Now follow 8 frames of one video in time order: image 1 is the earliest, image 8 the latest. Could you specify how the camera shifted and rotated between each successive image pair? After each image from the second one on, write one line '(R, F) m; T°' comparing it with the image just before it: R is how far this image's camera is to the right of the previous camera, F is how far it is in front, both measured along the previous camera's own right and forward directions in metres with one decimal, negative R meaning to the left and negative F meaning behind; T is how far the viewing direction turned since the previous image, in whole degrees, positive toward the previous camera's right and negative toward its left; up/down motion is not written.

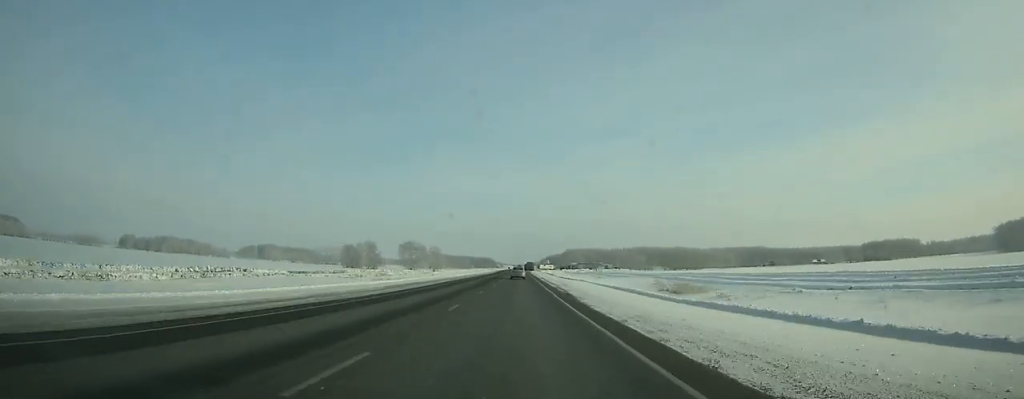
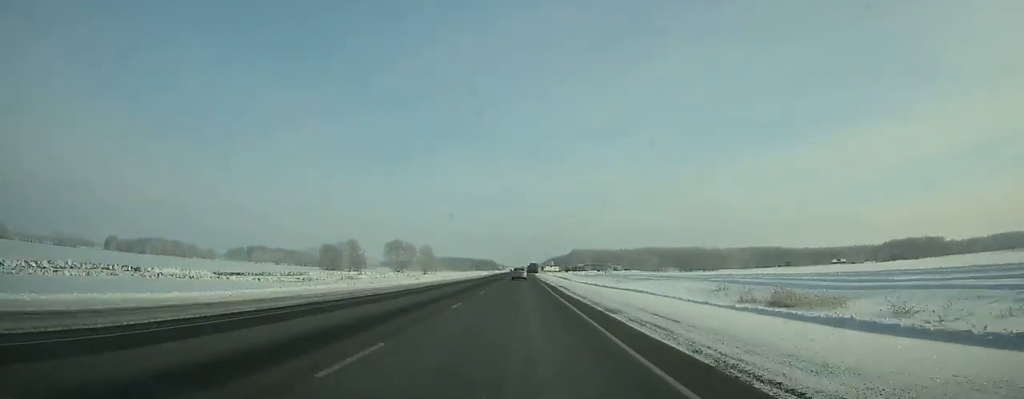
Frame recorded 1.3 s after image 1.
(0.0, +34.1) m; 0°
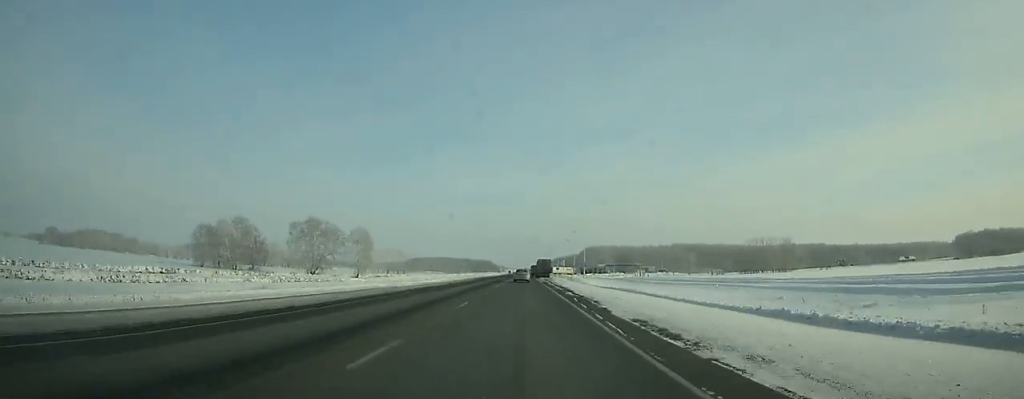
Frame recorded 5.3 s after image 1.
(-0.1, +99.7) m; 0°
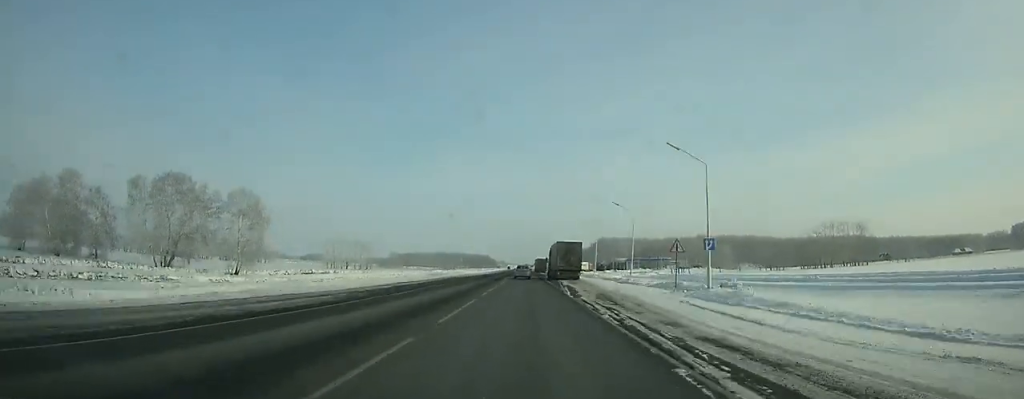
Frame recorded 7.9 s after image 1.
(-0.1, +61.9) m; 0°
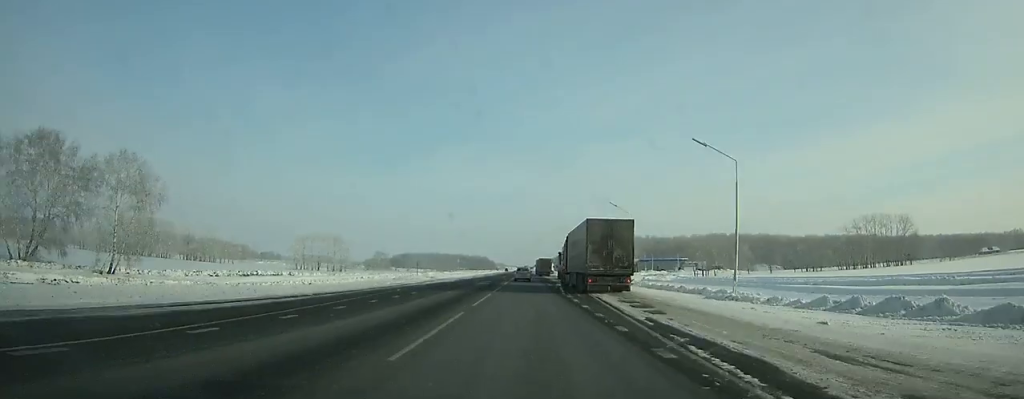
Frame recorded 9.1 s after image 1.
(0.0, +27.9) m; 0°
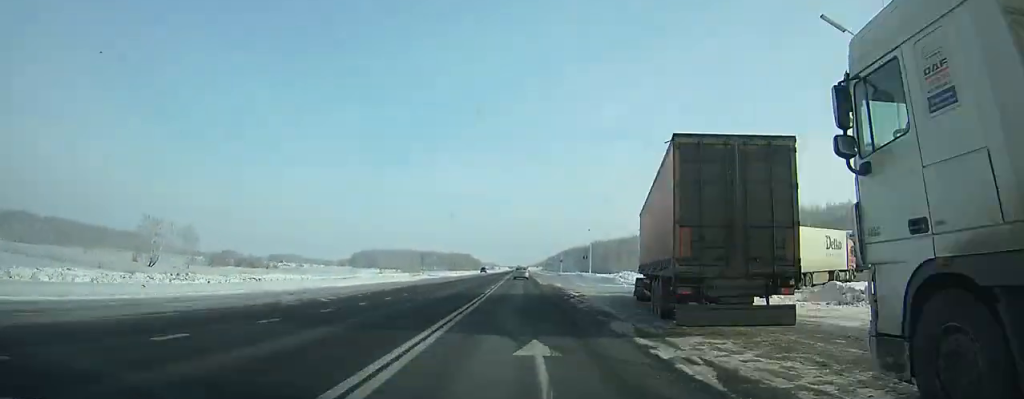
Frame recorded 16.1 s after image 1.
(+0.2, +169.4) m; 0°
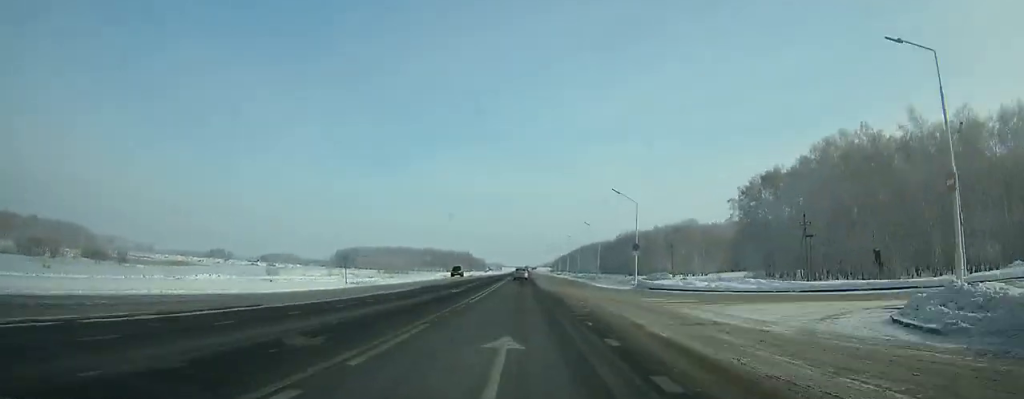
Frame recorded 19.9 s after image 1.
(+0.1, +93.3) m; 0°
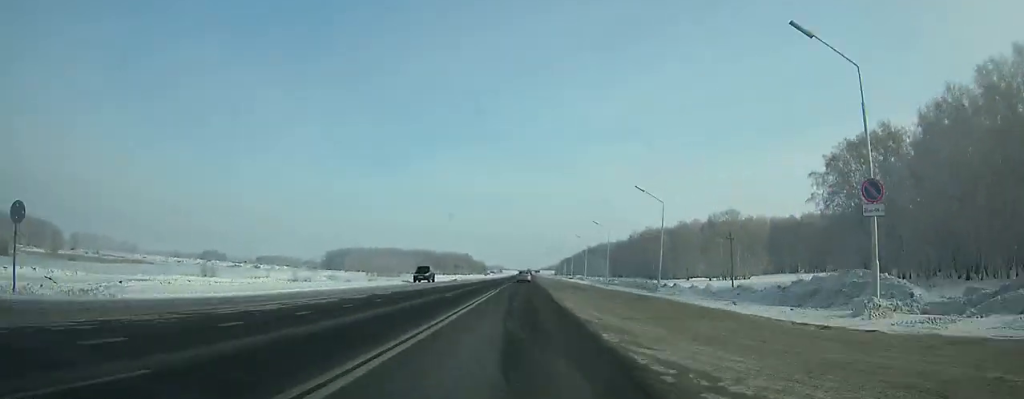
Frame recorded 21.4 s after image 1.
(-0.1, +37.1) m; 0°
